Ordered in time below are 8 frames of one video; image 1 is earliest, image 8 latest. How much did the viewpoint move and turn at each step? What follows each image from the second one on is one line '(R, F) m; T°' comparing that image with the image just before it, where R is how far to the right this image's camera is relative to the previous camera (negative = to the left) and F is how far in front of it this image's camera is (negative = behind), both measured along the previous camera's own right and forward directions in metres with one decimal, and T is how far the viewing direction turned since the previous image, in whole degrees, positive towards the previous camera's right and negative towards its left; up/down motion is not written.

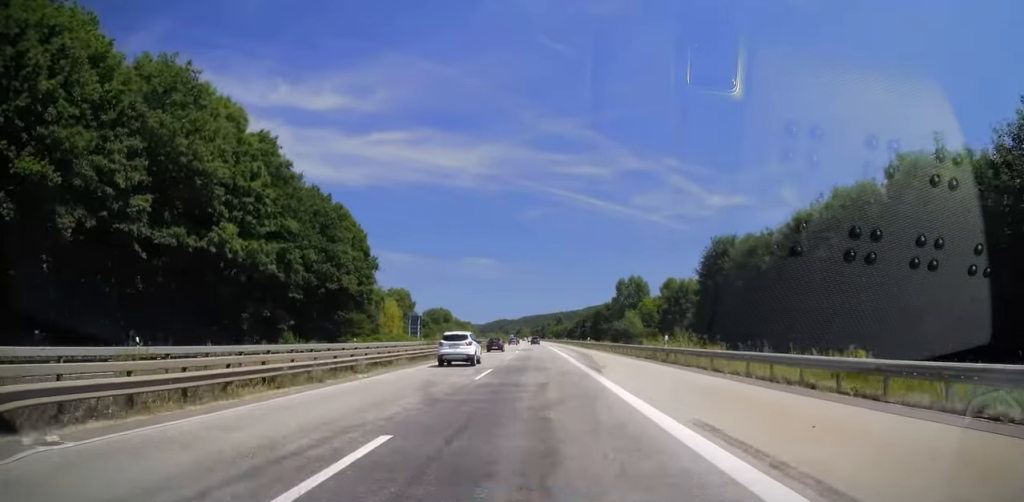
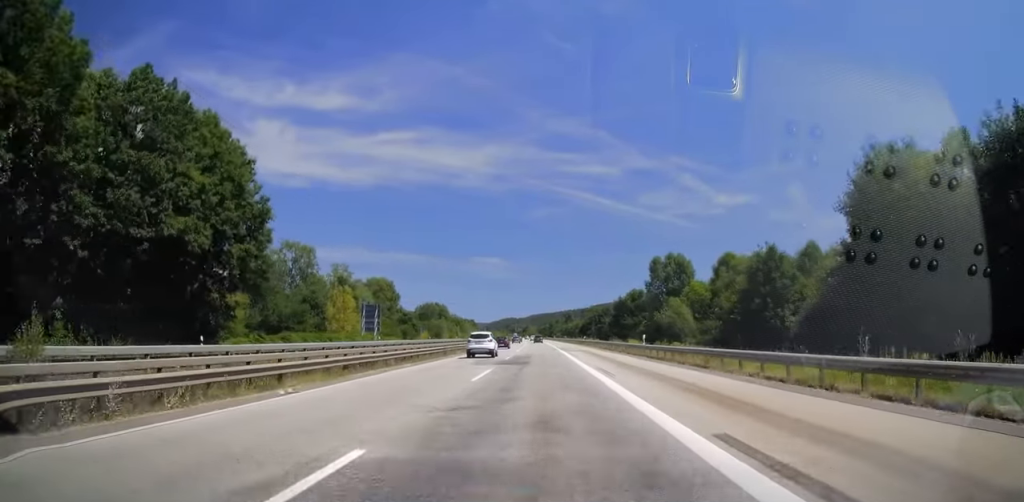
(0.0, +37.1) m; 0°
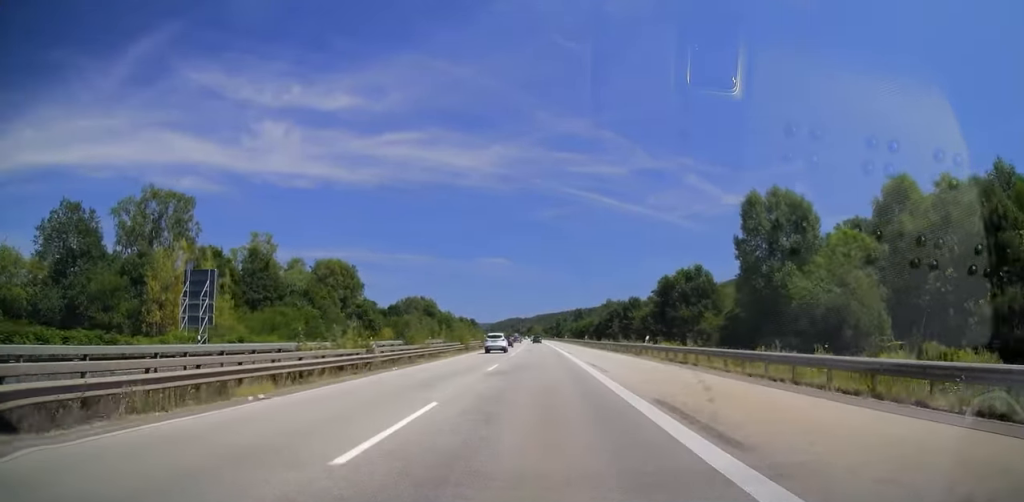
(+0.1, +48.5) m; -1°
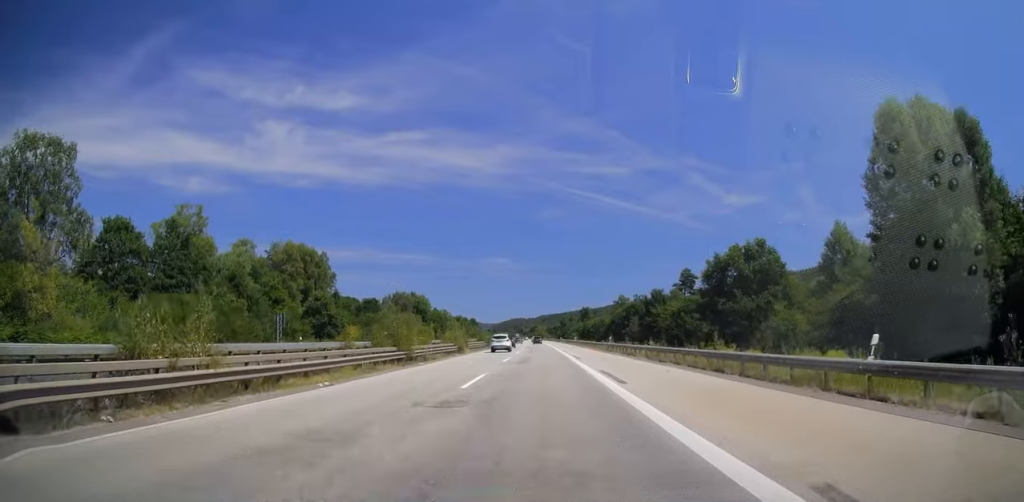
(-0.3, +25.8) m; 0°
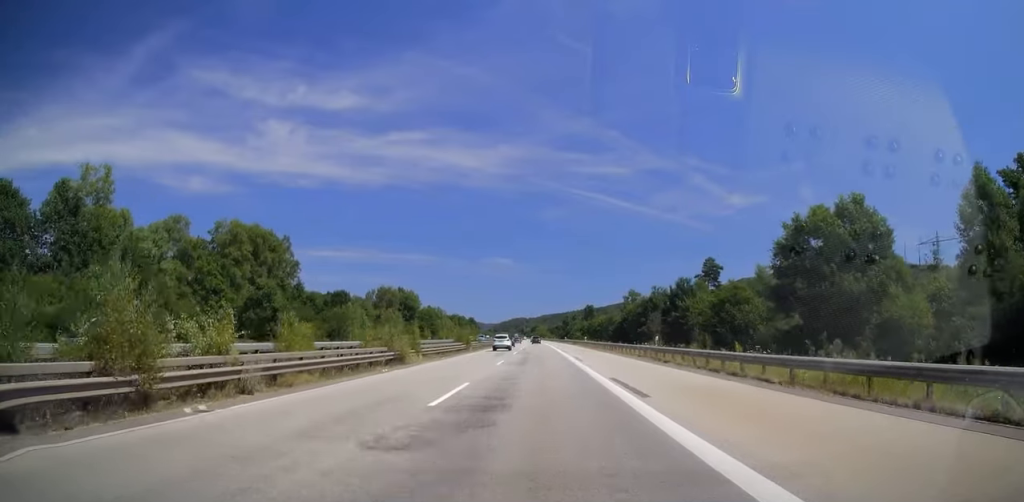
(0.0, +22.2) m; 0°
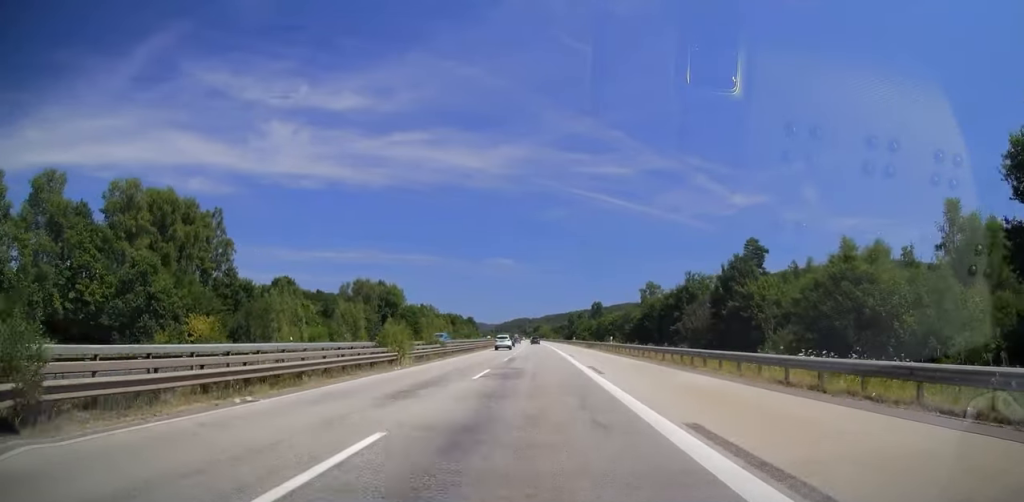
(0.0, +27.9) m; -1°
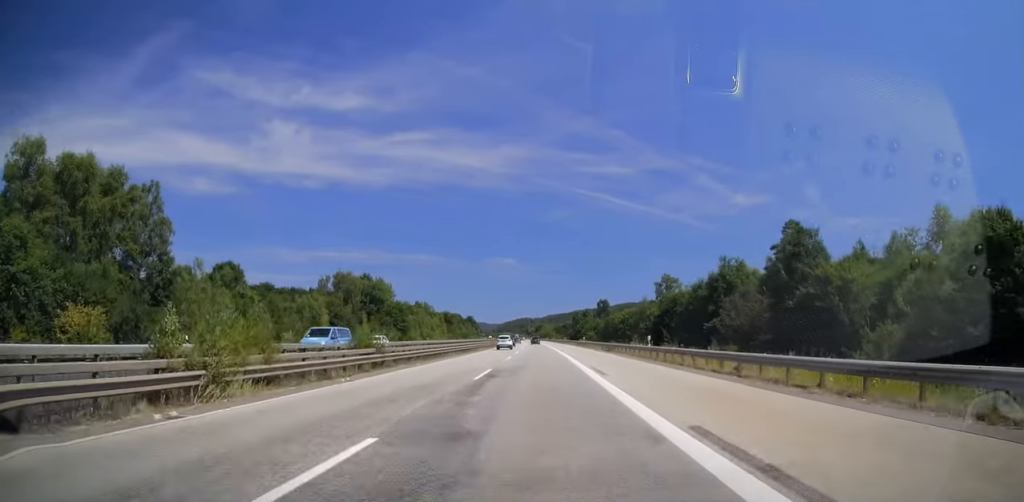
(-0.4, +18.1) m; -1°
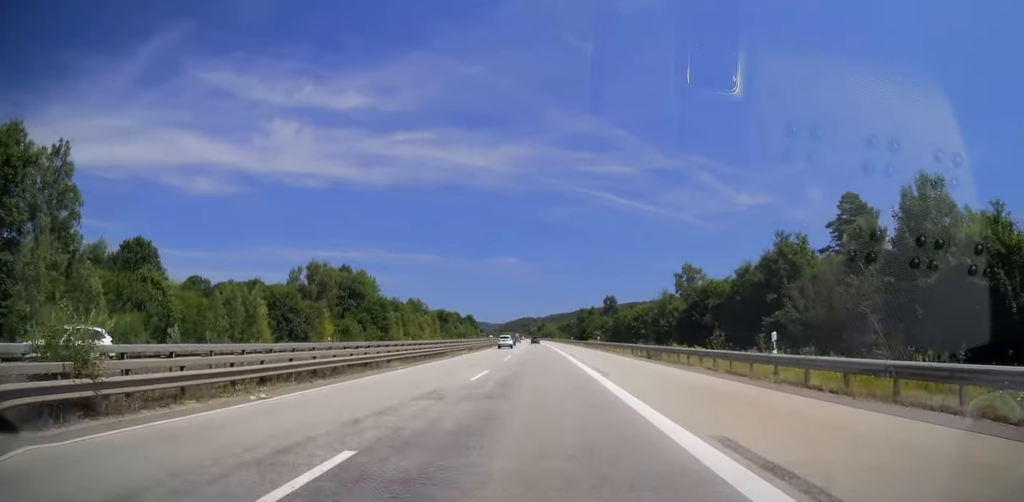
(+0.1, +19.1) m; 0°
